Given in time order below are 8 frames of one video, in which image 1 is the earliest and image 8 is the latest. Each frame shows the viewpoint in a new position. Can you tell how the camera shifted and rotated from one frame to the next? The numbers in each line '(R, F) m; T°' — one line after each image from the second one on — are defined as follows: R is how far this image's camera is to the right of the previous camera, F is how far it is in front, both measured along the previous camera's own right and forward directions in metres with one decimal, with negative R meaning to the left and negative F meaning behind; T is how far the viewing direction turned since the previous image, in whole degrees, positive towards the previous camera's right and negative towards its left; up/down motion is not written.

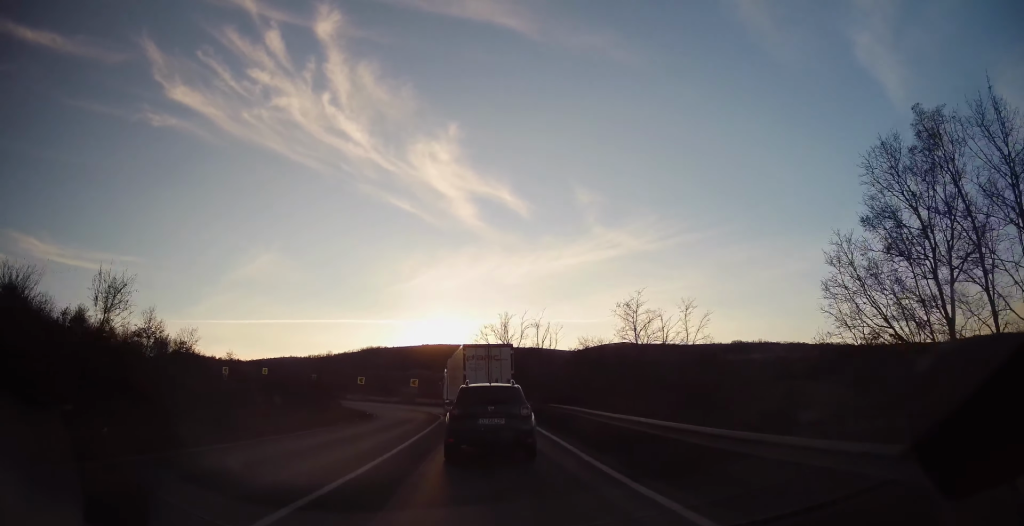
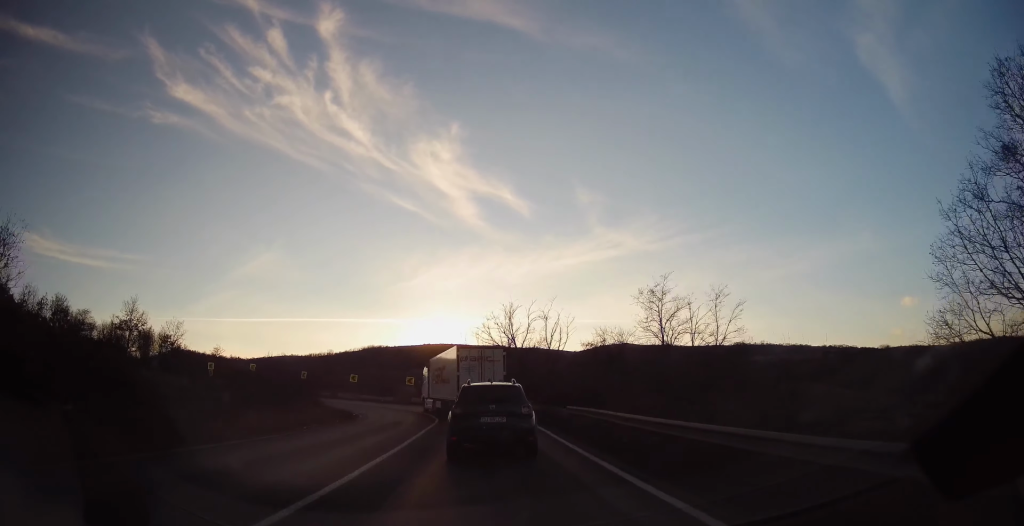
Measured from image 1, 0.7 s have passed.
(0.0, +5.1) m; 0°
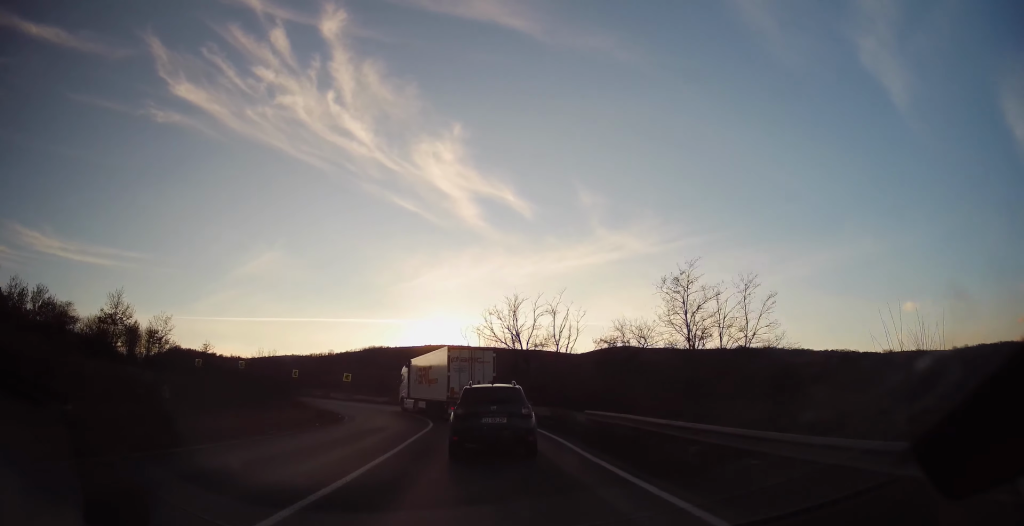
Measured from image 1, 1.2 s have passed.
(0.0, +3.9) m; 0°
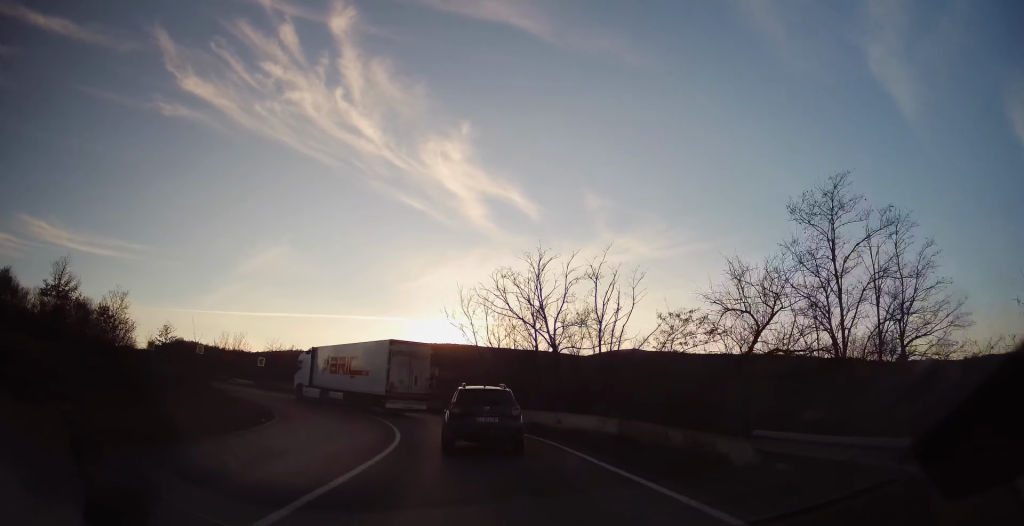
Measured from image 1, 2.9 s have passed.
(-0.3, +12.8) m; -3°
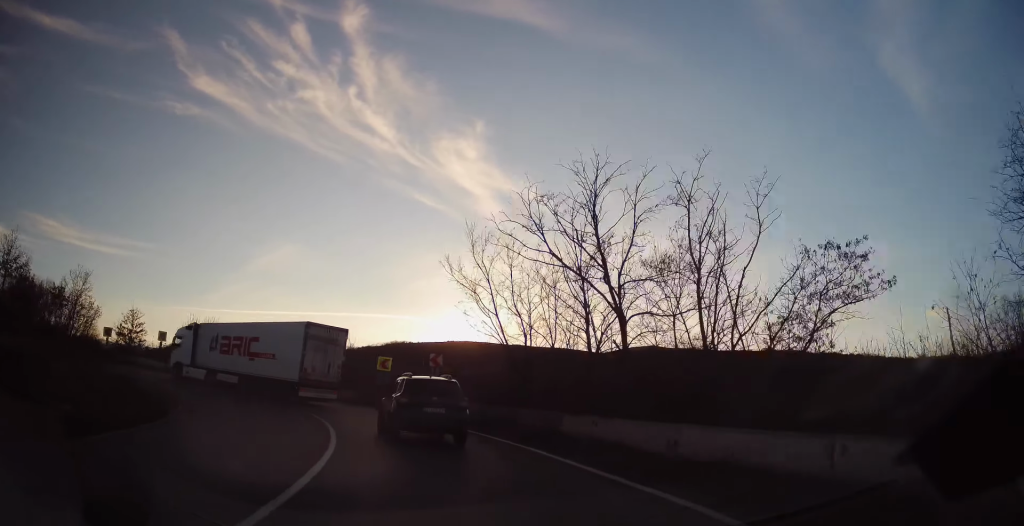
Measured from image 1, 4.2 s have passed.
(-0.2, +10.8) m; -5°
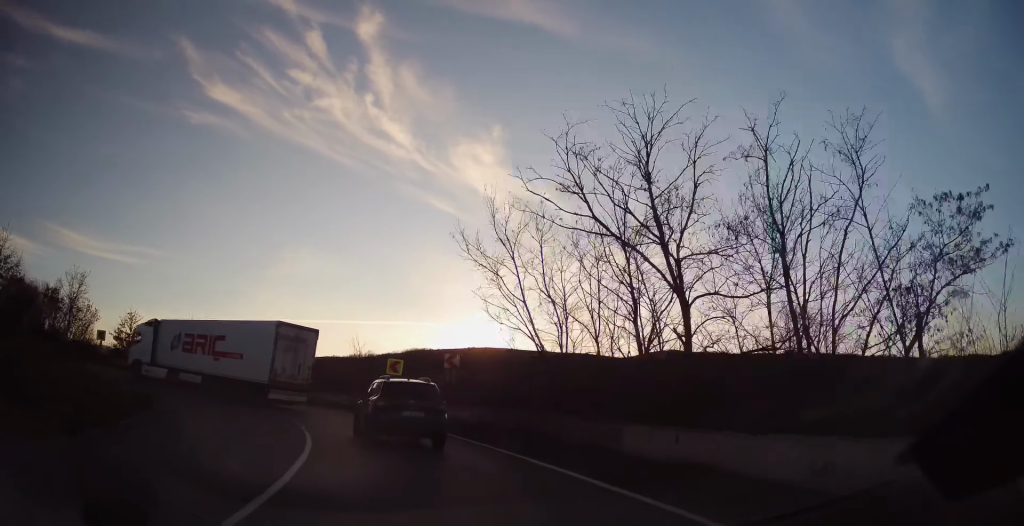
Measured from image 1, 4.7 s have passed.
(-0.2, +3.8) m; -3°
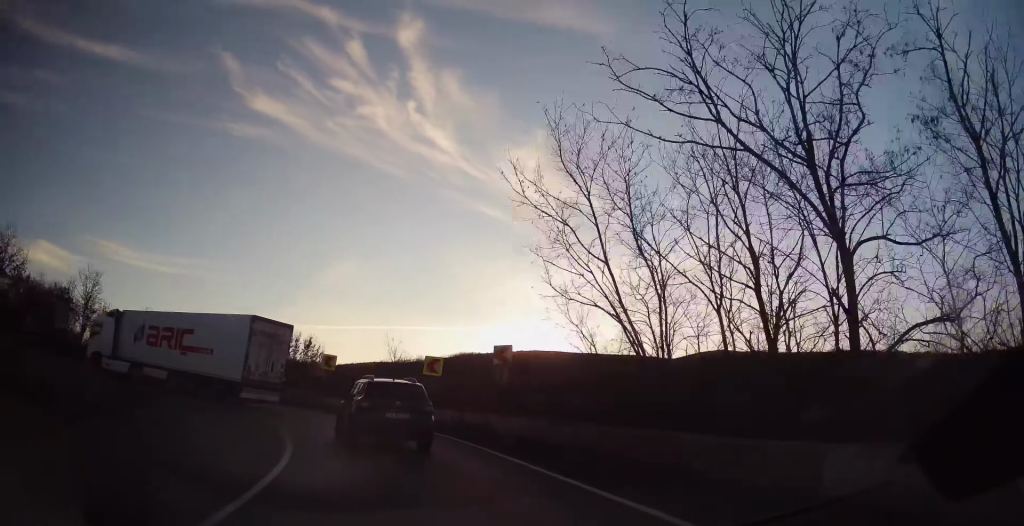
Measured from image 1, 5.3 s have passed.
(-0.2, +4.9) m; -4°
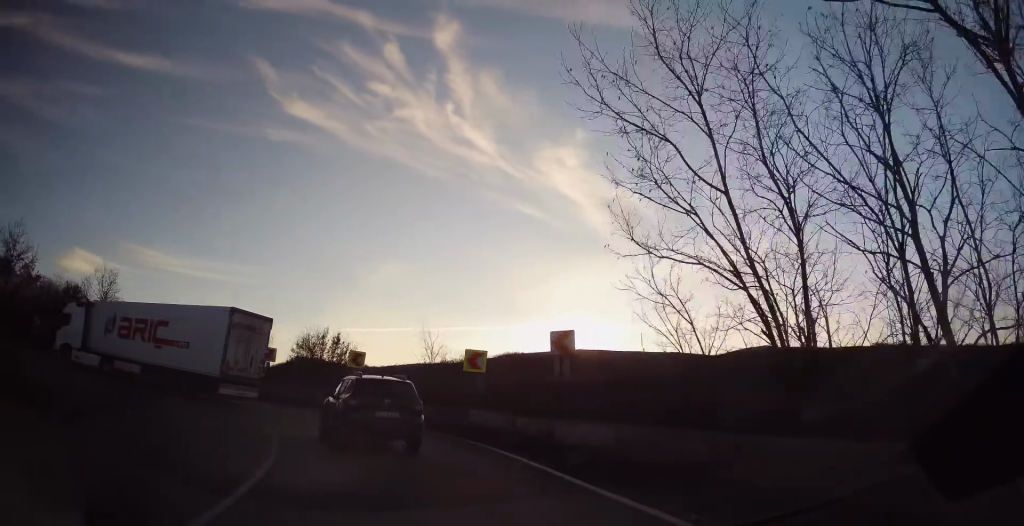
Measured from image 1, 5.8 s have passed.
(-0.1, +3.7) m; -5°
